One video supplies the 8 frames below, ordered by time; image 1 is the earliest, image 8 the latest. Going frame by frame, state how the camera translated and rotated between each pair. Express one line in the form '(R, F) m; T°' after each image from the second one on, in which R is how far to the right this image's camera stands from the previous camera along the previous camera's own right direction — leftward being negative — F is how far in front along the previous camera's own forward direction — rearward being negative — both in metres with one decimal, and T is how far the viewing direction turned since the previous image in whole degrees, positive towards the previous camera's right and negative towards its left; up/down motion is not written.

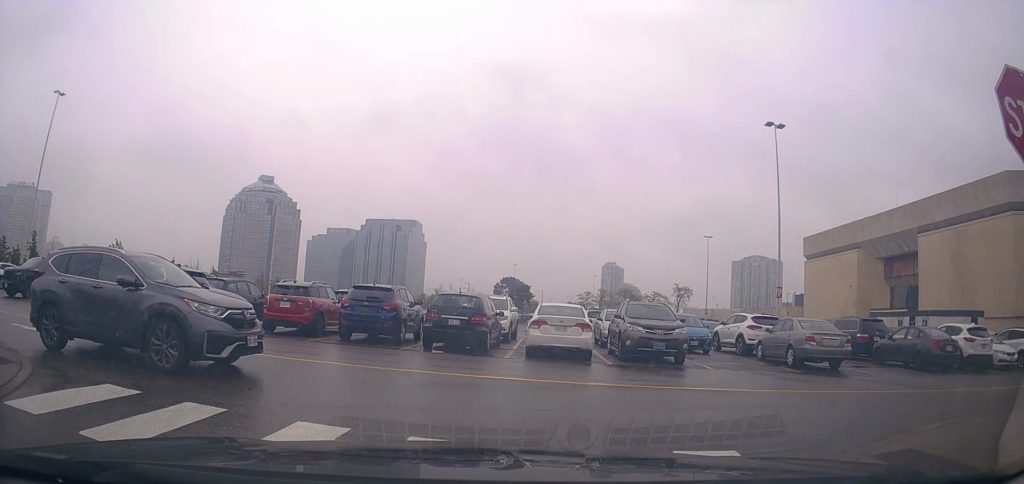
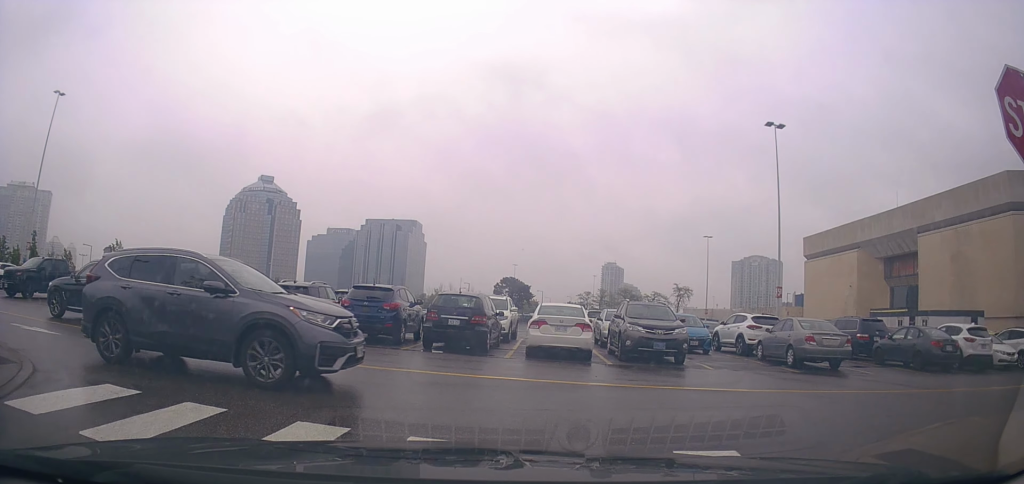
(0.0, 0.0) m; 0°
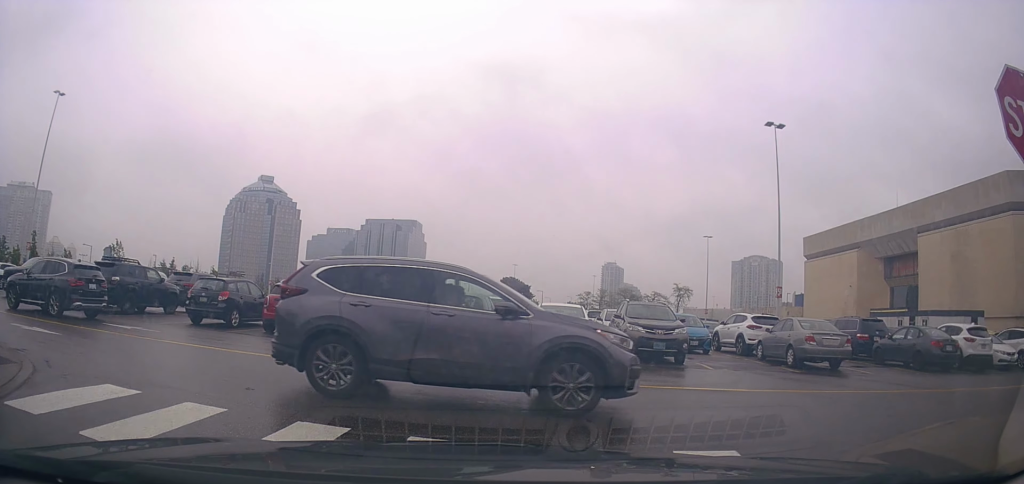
(0.0, 0.0) m; 0°
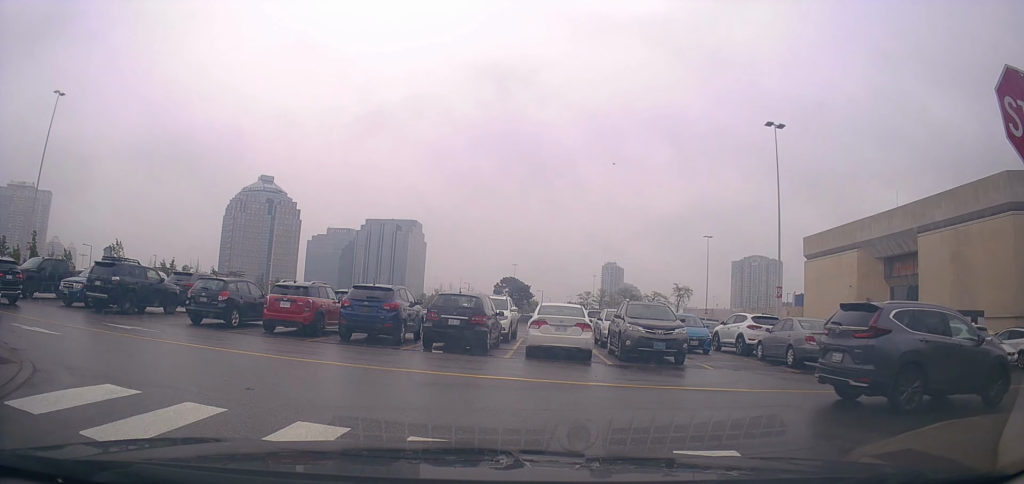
(0.0, 0.0) m; 0°
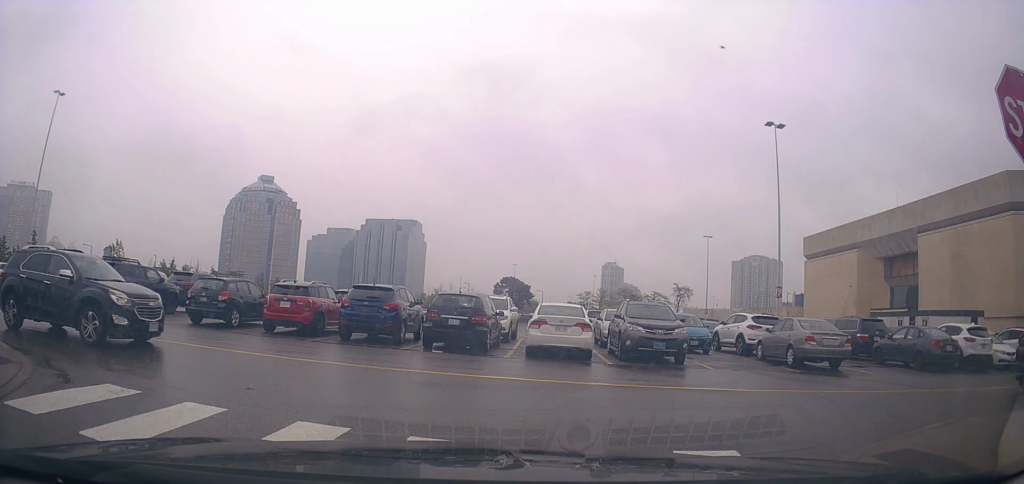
(0.0, 0.0) m; 0°
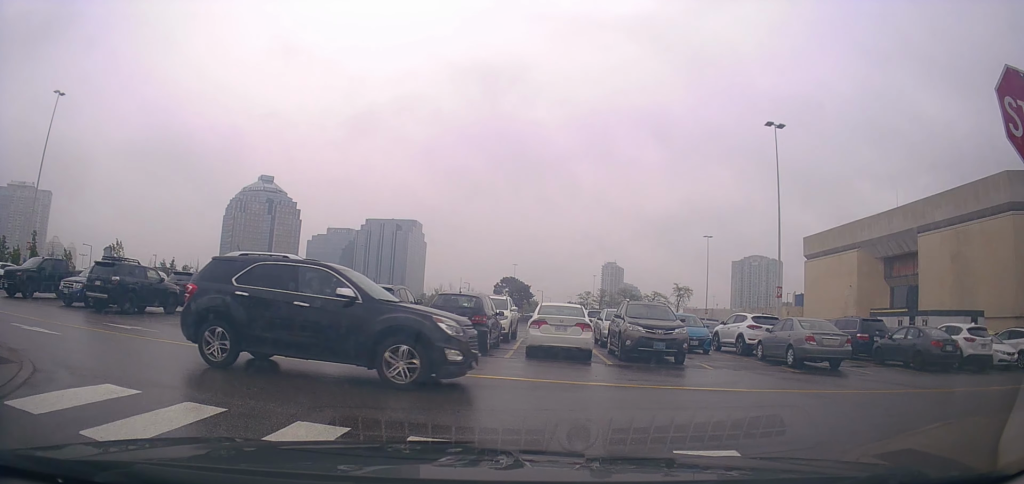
(0.0, 0.0) m; 0°
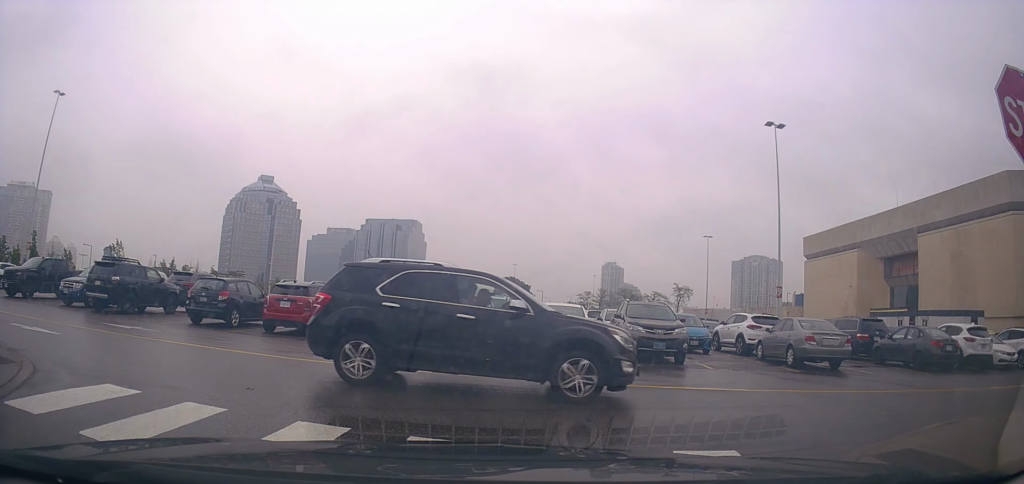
(0.0, 0.0) m; 0°
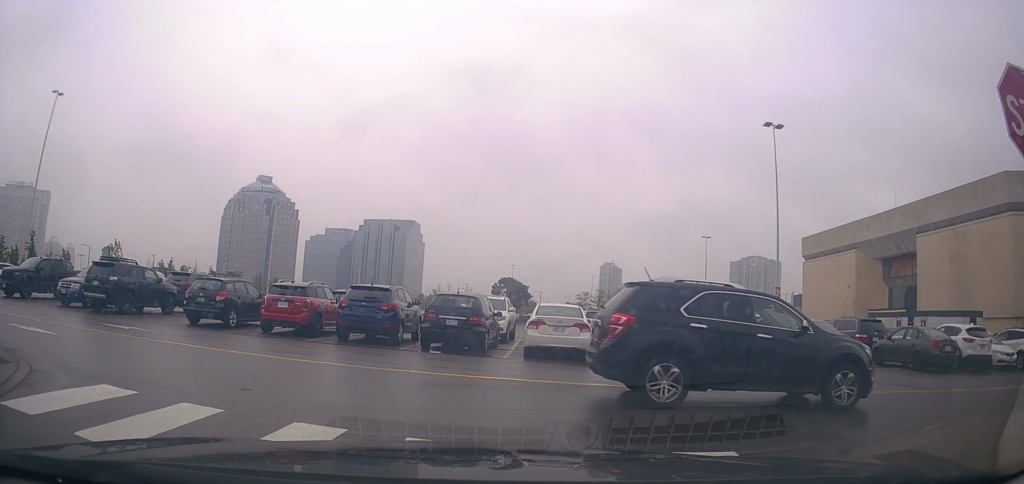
(0.0, 0.0) m; 0°
